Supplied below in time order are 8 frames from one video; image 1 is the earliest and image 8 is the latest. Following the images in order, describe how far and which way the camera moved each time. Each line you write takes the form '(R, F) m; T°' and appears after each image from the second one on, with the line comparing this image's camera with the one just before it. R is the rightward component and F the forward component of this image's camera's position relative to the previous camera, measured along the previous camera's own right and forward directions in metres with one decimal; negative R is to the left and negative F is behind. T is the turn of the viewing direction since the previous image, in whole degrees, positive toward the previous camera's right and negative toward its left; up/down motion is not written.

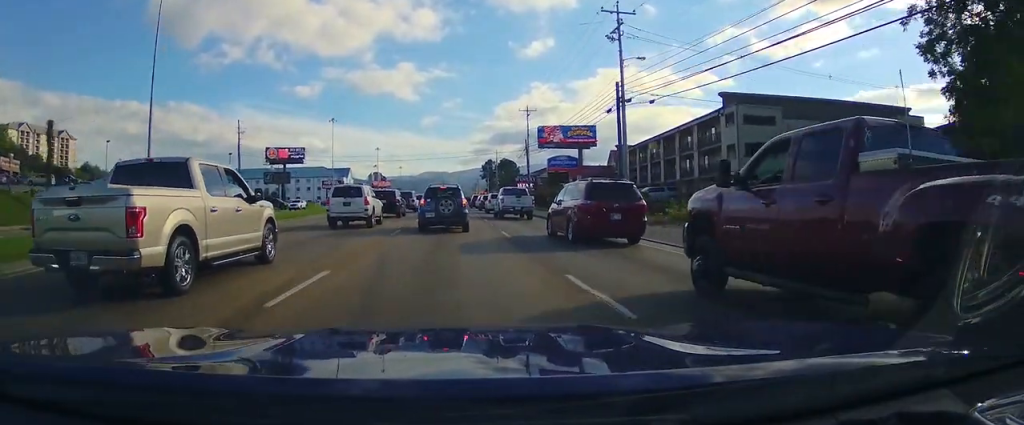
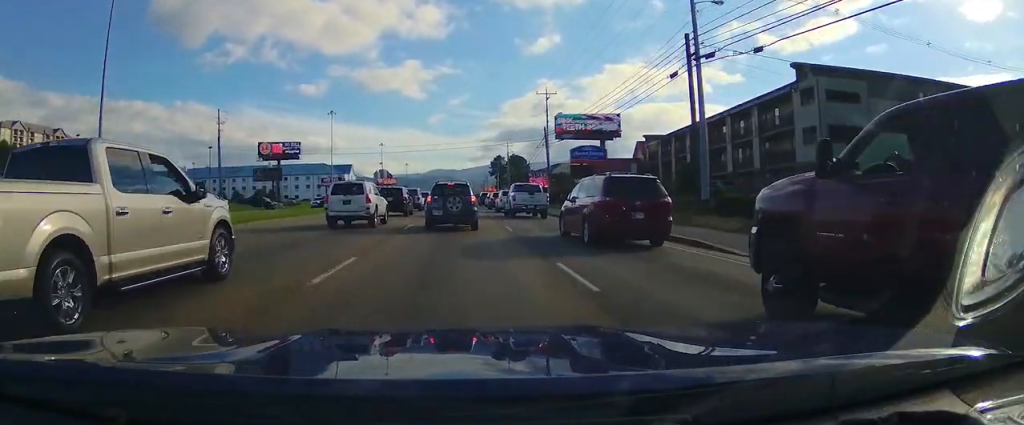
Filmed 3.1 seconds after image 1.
(+0.1, +7.9) m; 0°
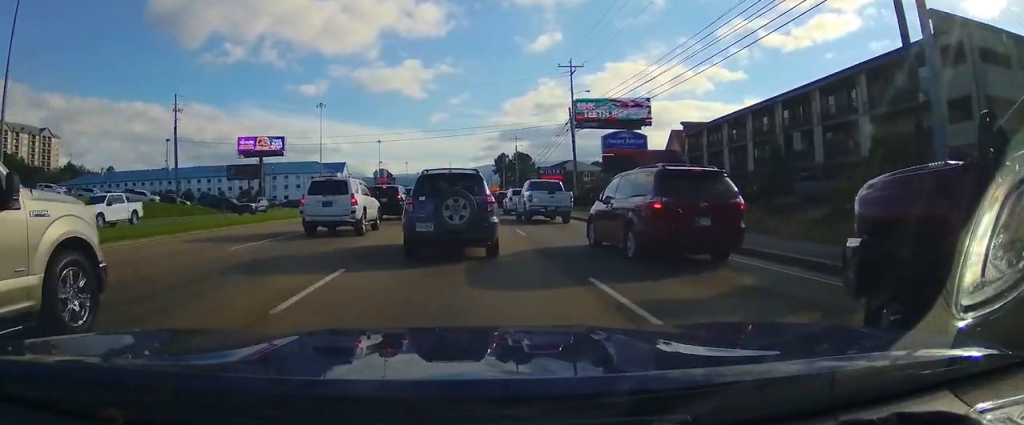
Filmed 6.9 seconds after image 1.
(-0.2, +8.7) m; -1°
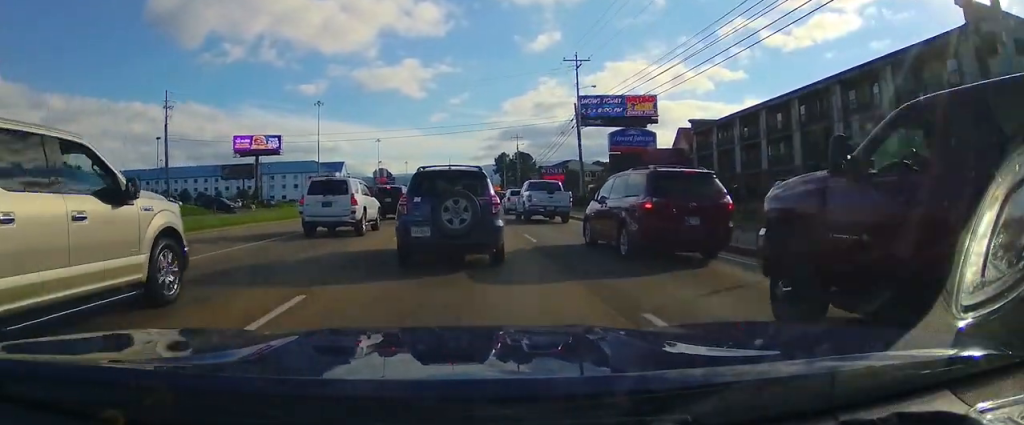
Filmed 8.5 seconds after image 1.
(0.0, +3.2) m; 0°
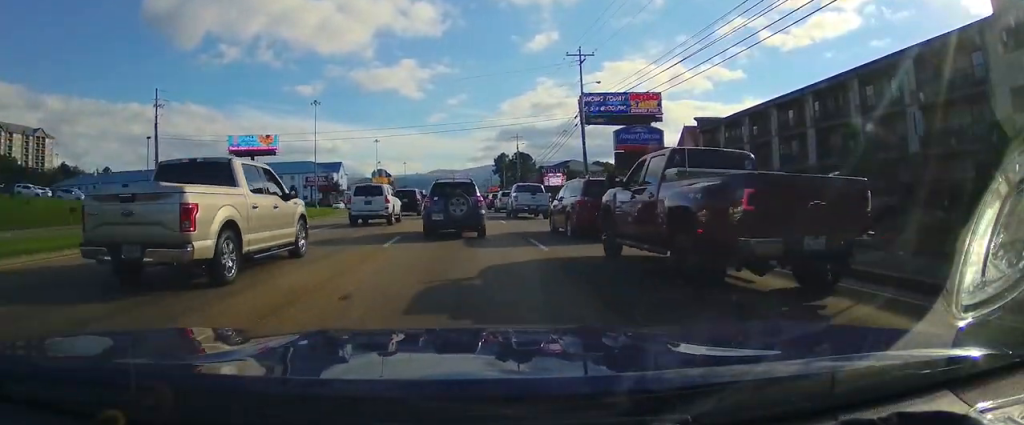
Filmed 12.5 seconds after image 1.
(0.0, +8.9) m; +1°
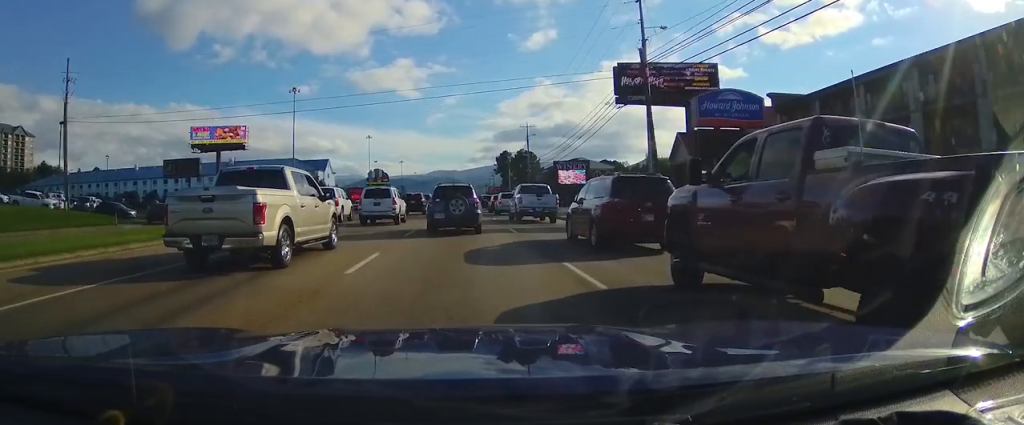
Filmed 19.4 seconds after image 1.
(+0.4, +21.0) m; +1°
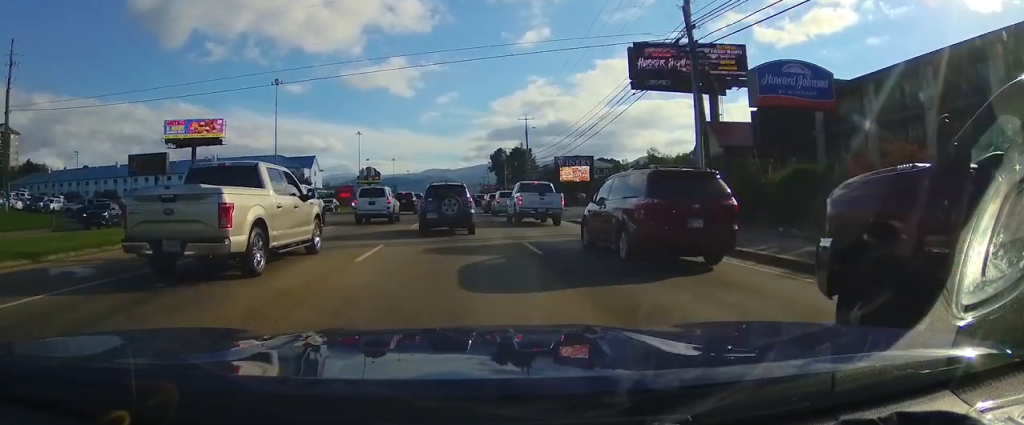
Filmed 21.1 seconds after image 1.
(-0.1, +6.4) m; 0°
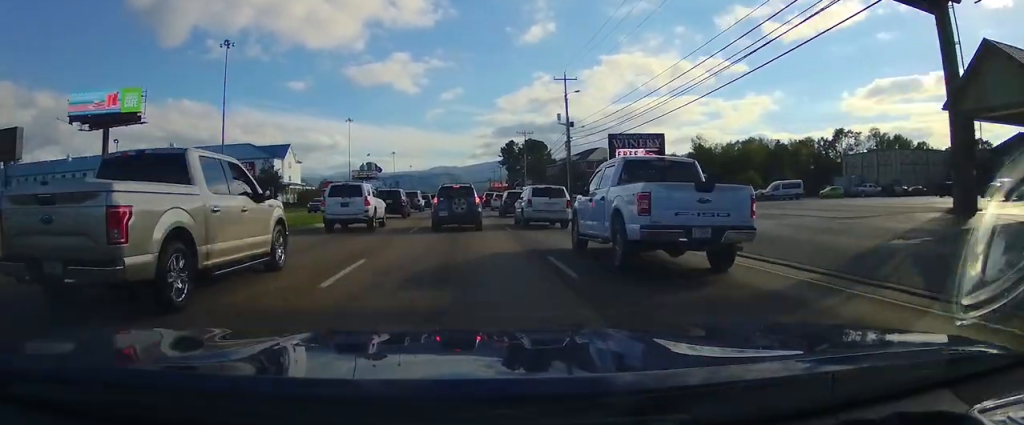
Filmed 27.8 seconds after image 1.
(+0.2, +24.5) m; 0°
